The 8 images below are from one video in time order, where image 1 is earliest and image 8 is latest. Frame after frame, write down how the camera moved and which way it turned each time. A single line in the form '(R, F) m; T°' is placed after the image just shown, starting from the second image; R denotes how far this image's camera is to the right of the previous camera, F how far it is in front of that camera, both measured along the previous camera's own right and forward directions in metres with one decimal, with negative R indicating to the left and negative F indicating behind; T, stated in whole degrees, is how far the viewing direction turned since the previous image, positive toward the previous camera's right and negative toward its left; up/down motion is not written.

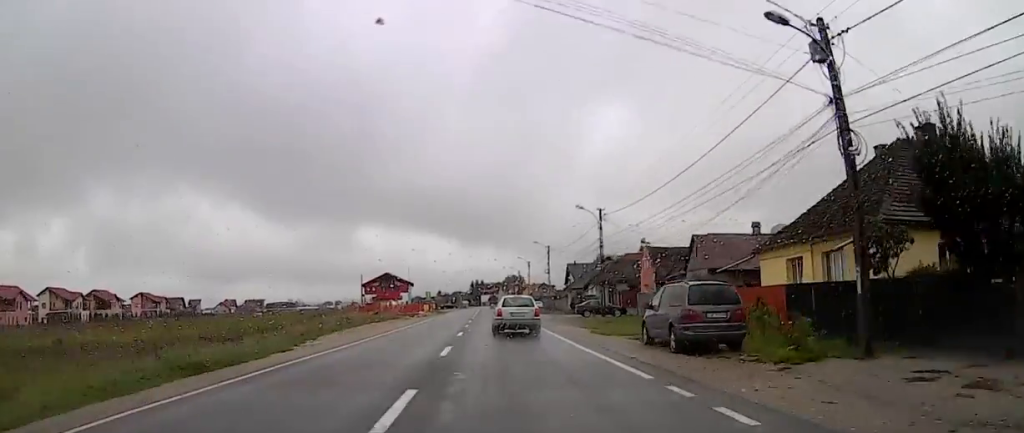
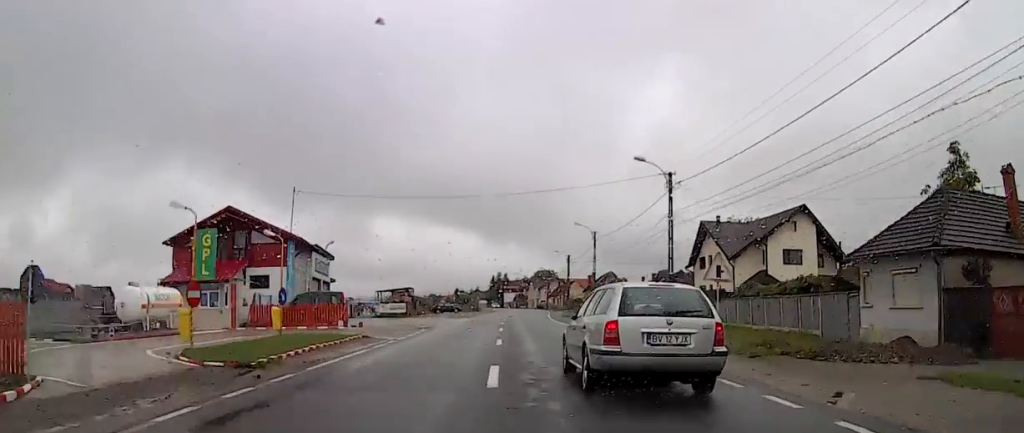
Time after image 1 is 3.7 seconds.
(-0.7, +75.7) m; -1°
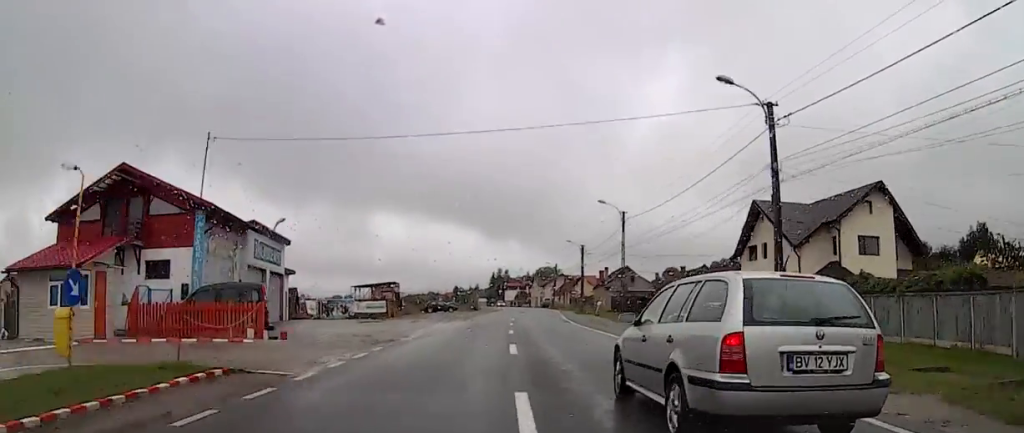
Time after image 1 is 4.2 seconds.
(-0.3, +12.4) m; +2°
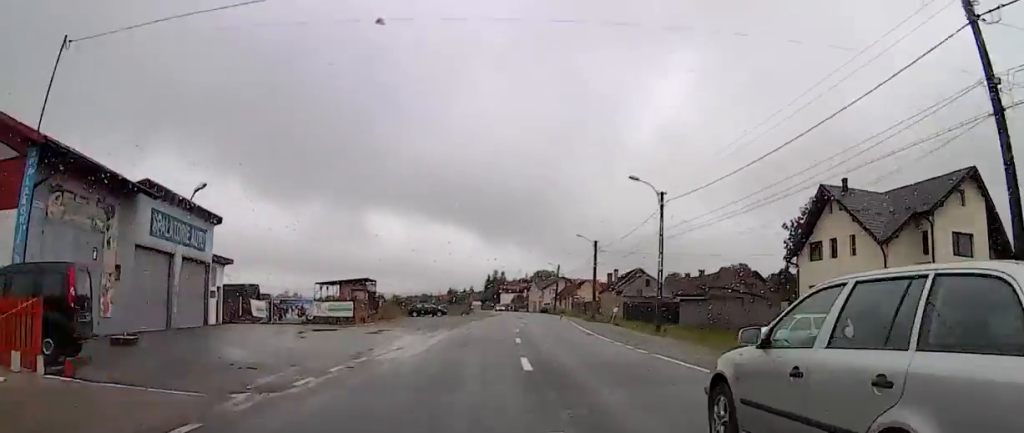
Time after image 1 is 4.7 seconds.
(+0.2, +11.1) m; +2°
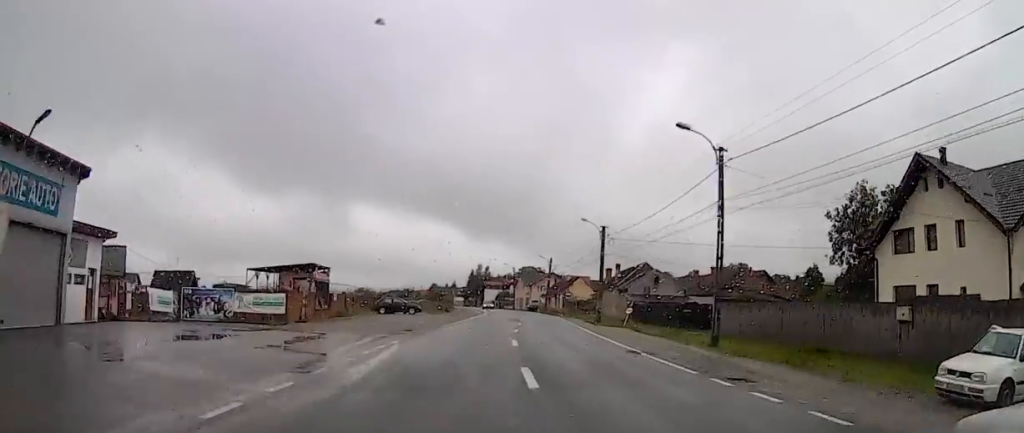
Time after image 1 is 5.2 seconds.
(+0.5, +11.2) m; +2°
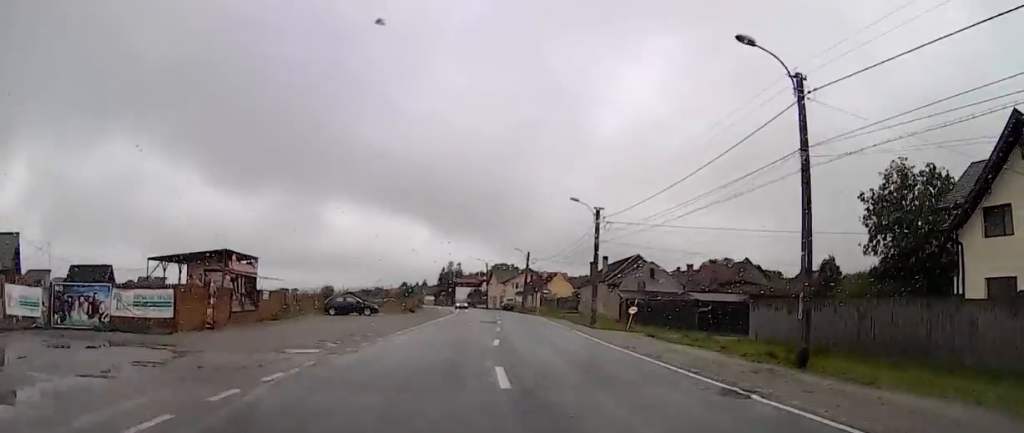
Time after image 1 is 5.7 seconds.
(+0.2, +9.8) m; +1°
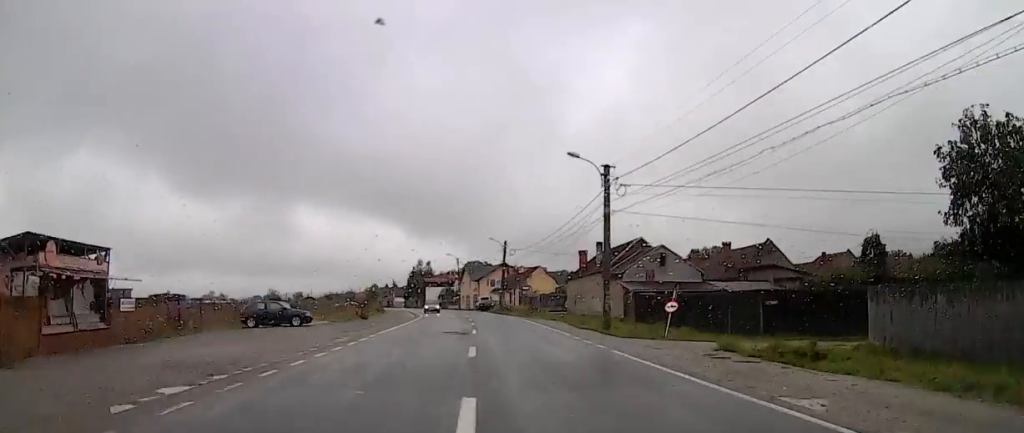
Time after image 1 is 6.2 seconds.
(+0.1, +12.1) m; 0°
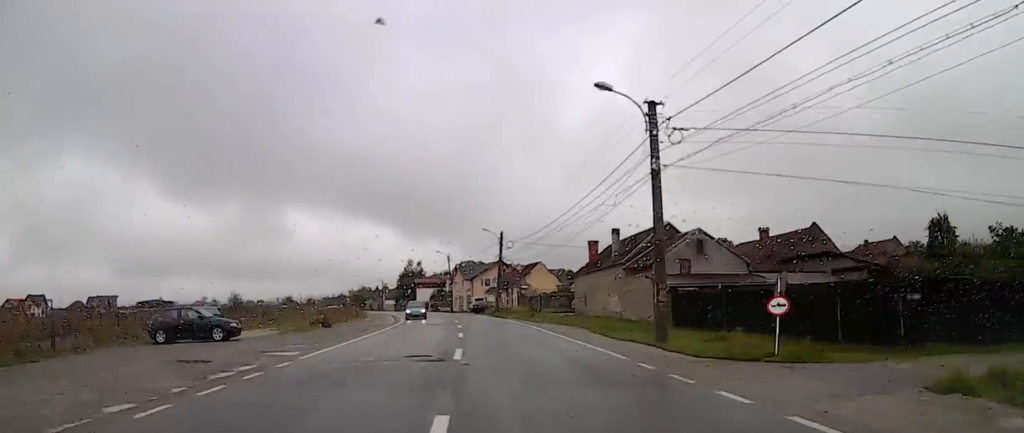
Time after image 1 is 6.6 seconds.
(0.0, +9.9) m; -1°
